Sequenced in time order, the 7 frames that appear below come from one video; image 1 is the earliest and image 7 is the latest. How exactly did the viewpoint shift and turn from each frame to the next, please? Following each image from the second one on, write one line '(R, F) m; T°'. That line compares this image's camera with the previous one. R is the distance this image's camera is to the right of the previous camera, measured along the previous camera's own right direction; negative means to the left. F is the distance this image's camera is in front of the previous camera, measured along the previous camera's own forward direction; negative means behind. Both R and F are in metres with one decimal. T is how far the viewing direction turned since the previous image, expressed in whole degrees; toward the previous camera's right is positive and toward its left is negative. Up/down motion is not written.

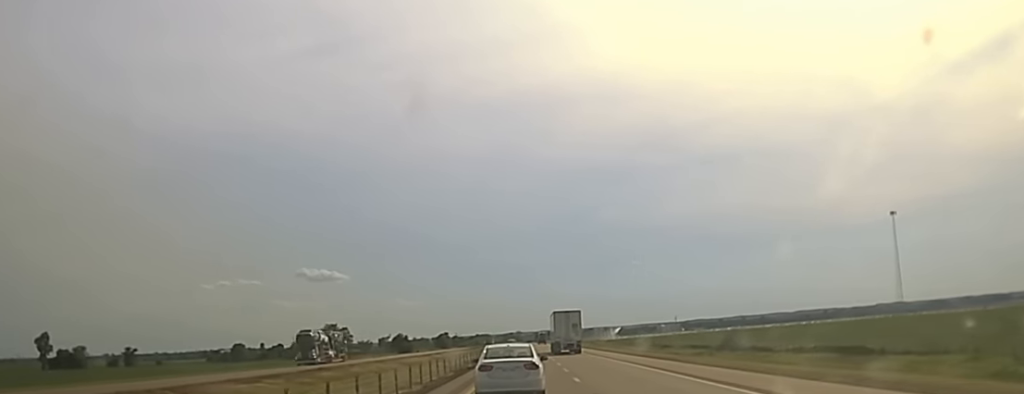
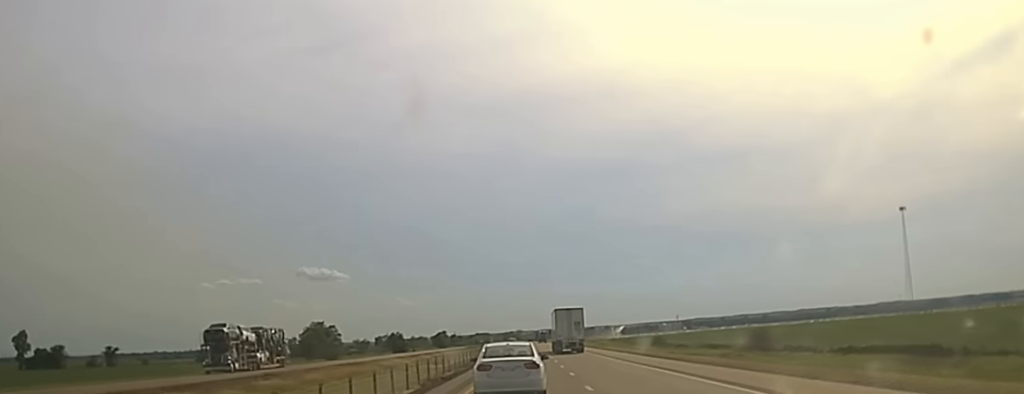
(+0.1, +19.3) m; 0°
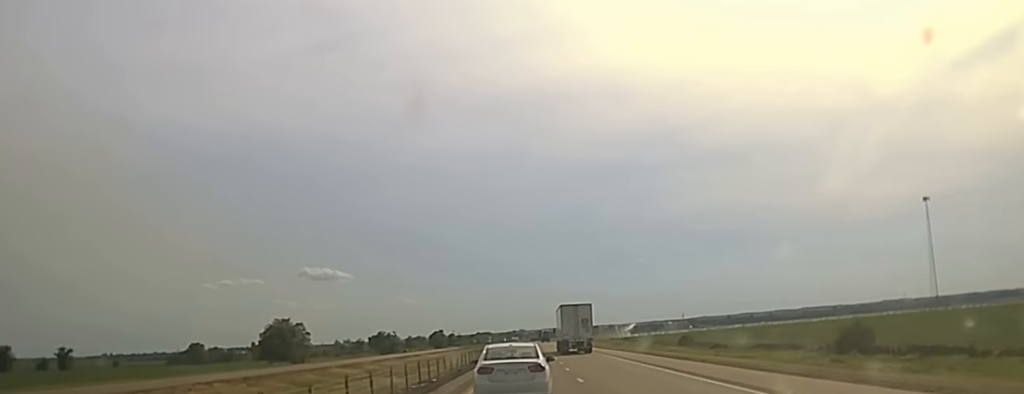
(+0.2, +40.7) m; 0°
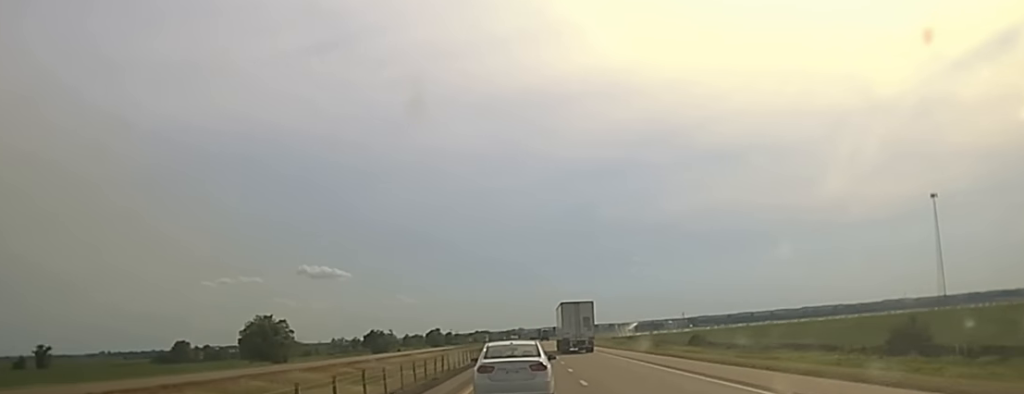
(-0.2, +15.6) m; 0°
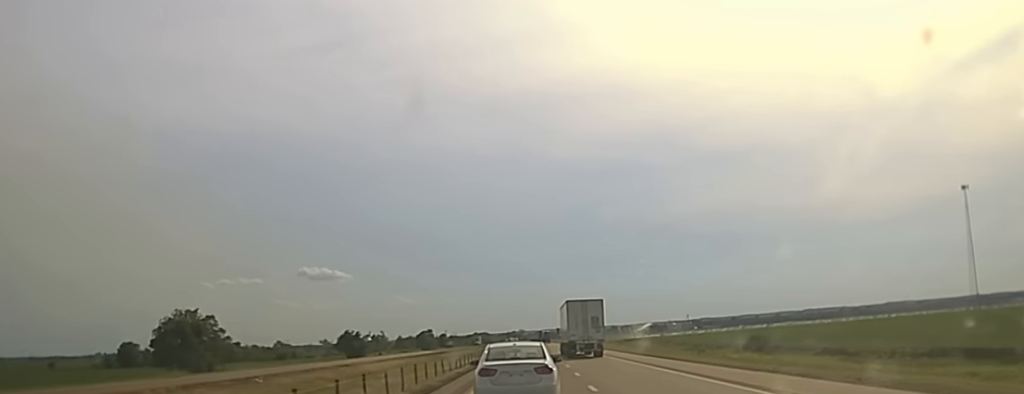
(+0.3, +48.3) m; 0°
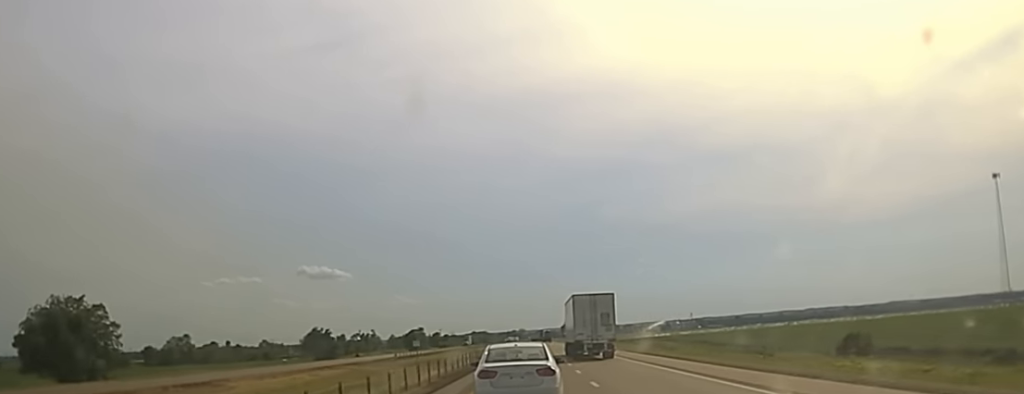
(-0.3, +43.6) m; 0°
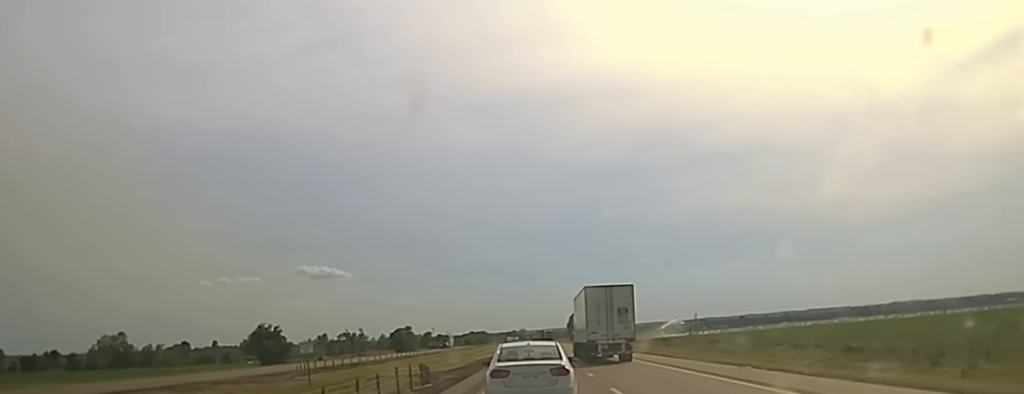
(+0.3, +51.6) m; 0°
